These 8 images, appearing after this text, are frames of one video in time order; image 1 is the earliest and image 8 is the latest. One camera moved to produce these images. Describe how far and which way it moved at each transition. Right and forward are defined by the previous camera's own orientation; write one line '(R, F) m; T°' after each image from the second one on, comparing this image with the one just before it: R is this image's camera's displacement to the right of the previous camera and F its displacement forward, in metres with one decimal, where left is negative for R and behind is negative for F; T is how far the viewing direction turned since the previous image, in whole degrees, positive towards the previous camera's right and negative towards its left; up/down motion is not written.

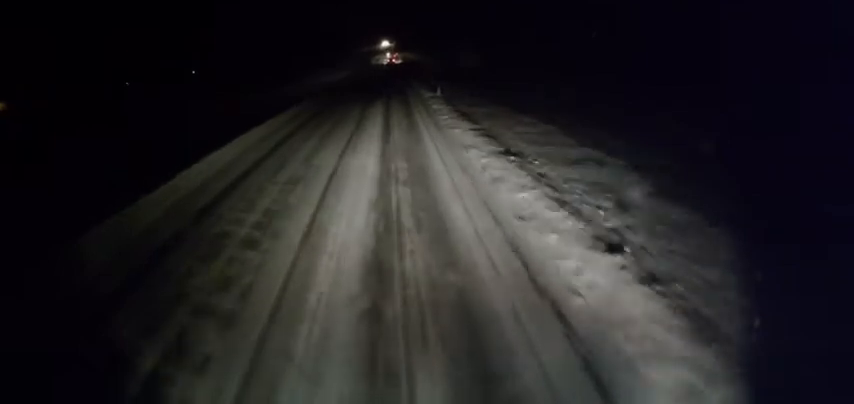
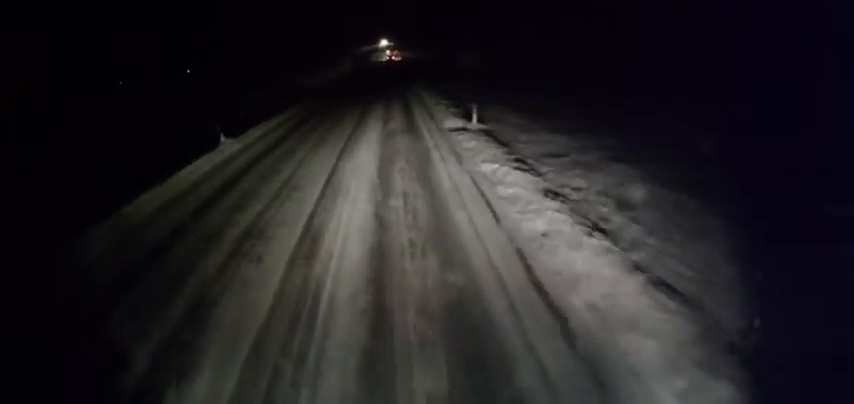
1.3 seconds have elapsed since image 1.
(+0.1, +12.8) m; -1°
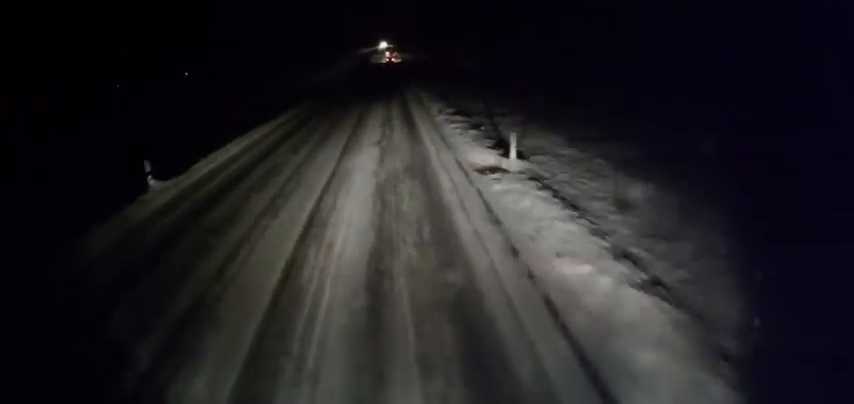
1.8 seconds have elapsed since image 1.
(-0.1, +5.7) m; -1°
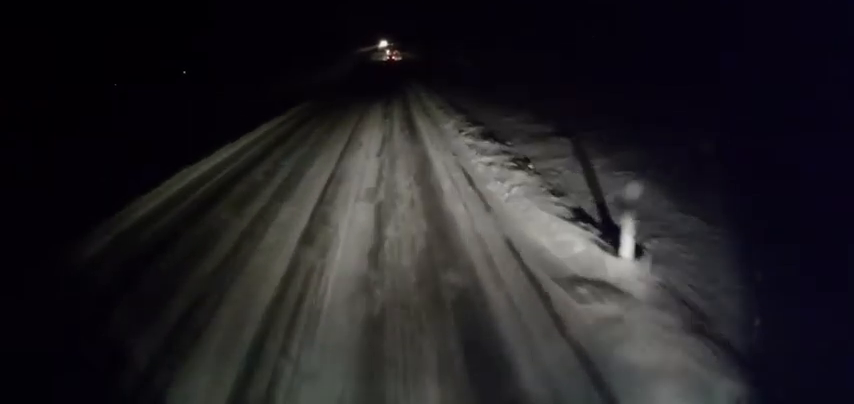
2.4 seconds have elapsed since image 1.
(0.0, +5.9) m; -1°
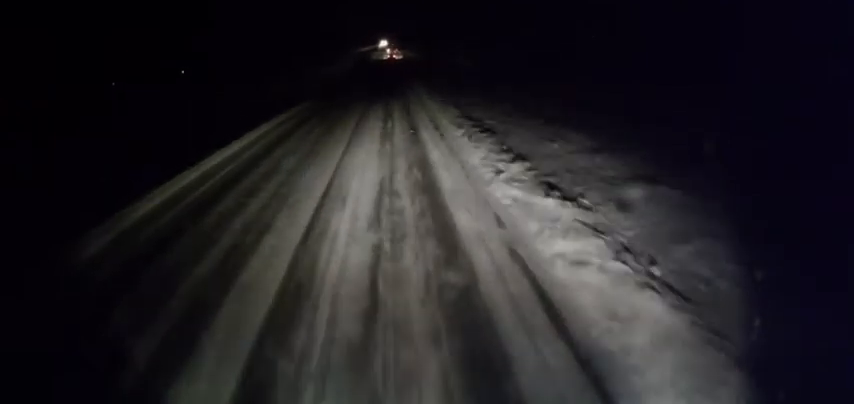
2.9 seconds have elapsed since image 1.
(0.0, +5.4) m; -1°
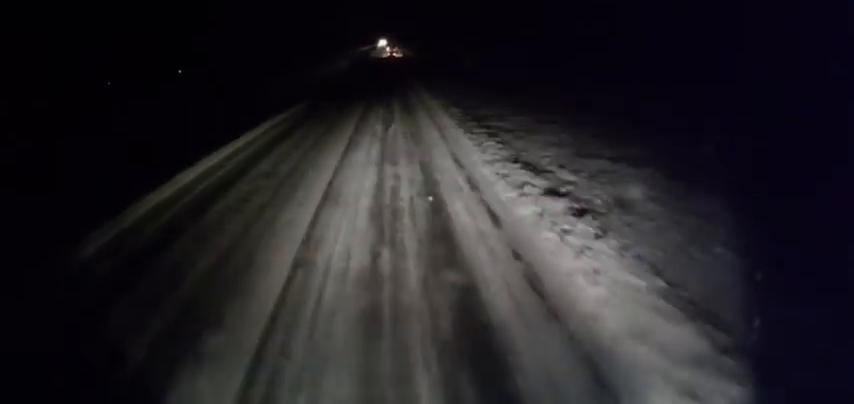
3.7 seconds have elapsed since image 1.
(-0.2, +8.0) m; +1°
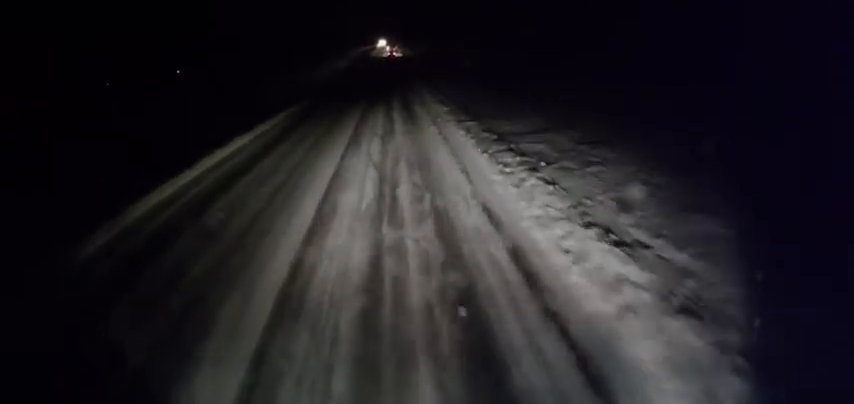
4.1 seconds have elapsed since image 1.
(+0.1, +4.2) m; 0°
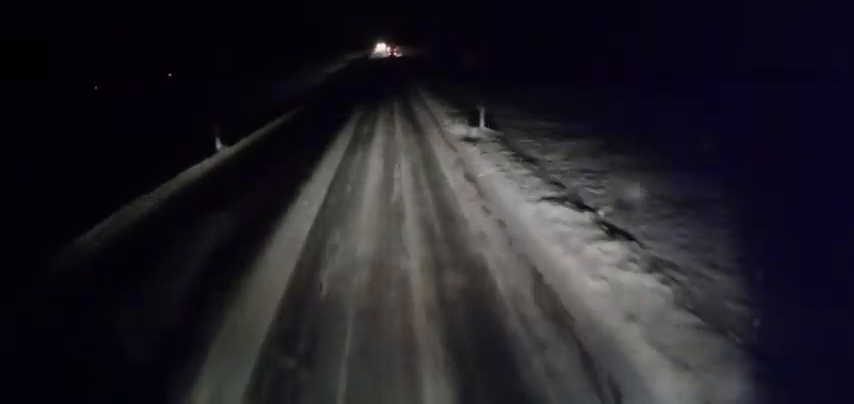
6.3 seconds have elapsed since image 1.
(-0.2, +22.9) m; 0°
